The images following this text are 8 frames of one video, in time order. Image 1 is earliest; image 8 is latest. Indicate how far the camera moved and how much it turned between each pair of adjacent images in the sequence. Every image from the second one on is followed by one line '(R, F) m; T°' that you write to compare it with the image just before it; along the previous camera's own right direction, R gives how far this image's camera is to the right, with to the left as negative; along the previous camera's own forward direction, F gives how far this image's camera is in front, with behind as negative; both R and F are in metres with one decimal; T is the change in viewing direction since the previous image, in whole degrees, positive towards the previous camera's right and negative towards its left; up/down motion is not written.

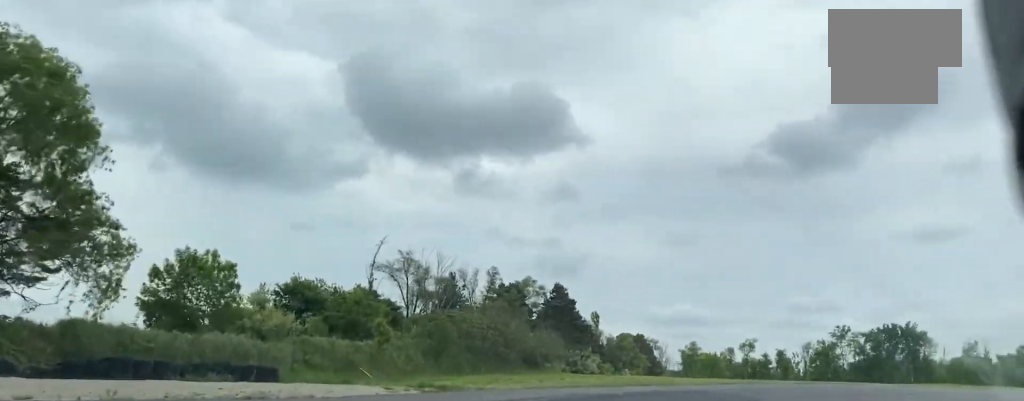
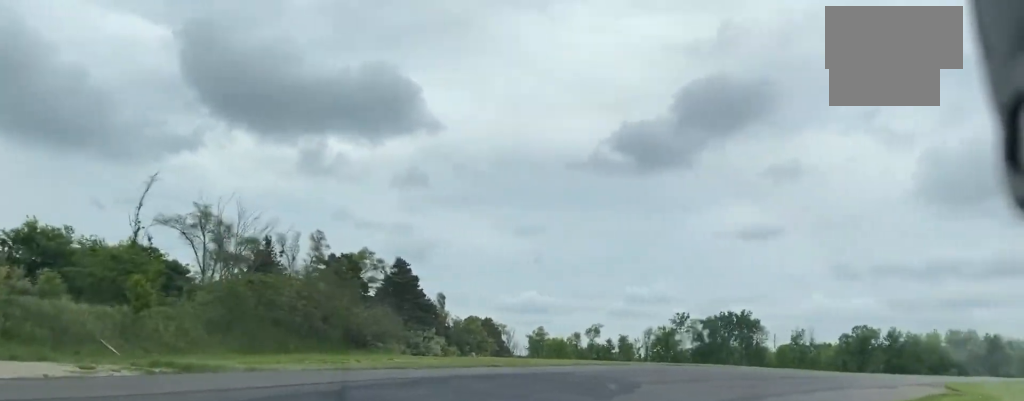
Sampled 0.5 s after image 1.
(+1.6, +11.5) m; +8°
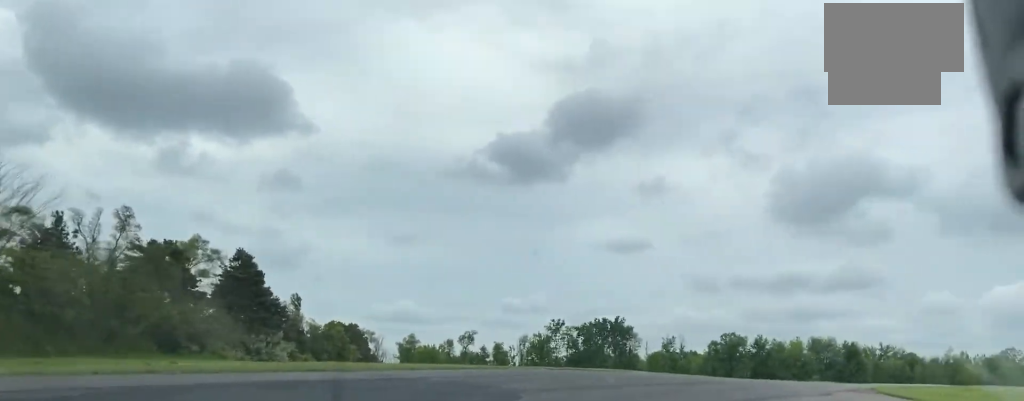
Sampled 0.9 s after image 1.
(+0.1, +10.0) m; +7°
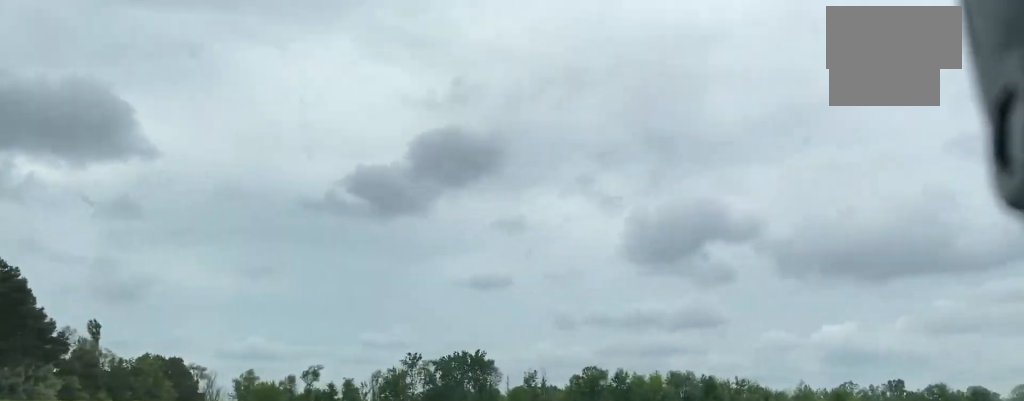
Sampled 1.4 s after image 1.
(+1.5, +14.1) m; +8°
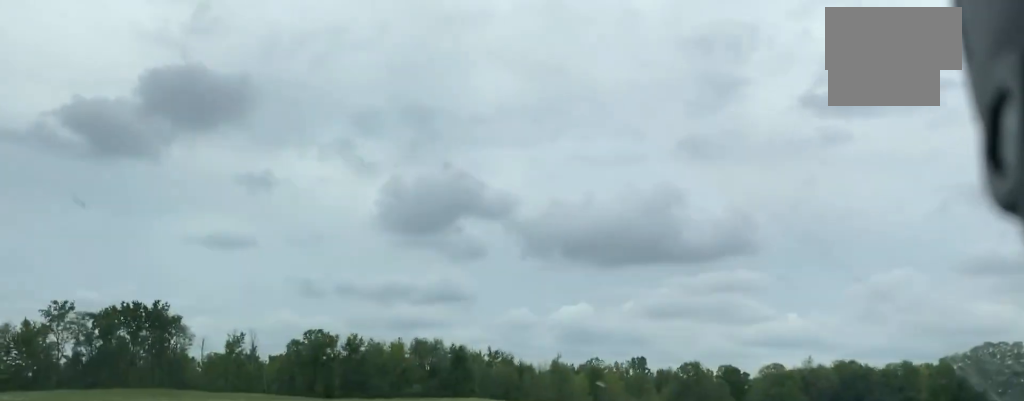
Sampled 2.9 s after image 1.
(+8.1, +42.4) m; +18°
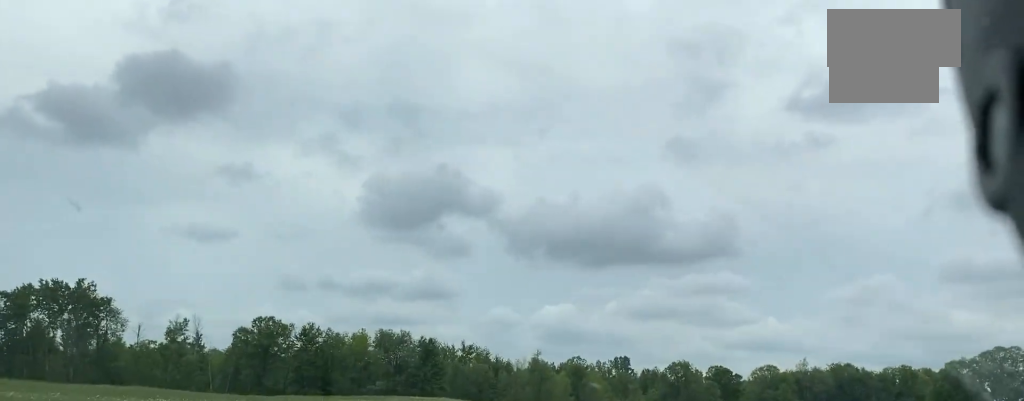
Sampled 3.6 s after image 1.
(+0.6, +19.9) m; +1°
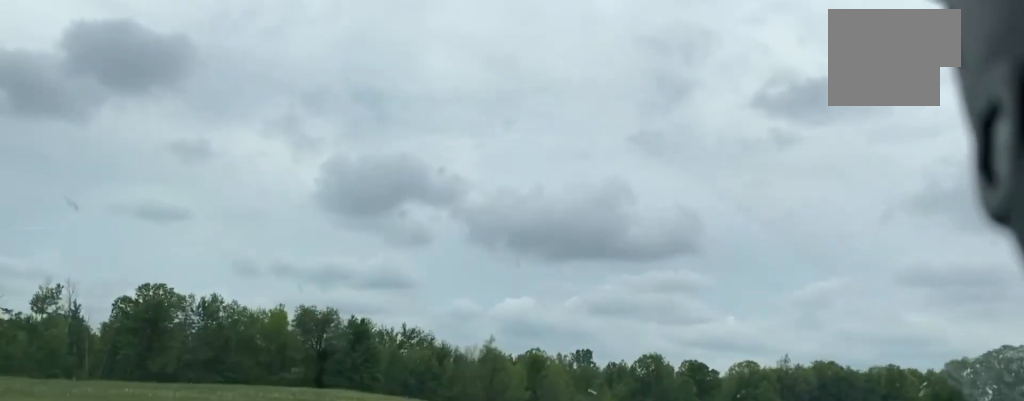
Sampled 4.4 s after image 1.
(+0.1, +27.5) m; 0°
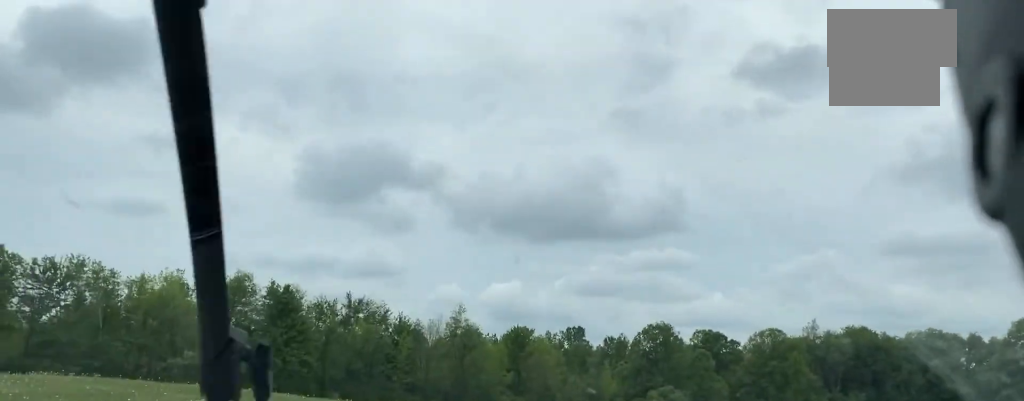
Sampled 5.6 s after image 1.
(-0.1, +37.8) m; +2°
